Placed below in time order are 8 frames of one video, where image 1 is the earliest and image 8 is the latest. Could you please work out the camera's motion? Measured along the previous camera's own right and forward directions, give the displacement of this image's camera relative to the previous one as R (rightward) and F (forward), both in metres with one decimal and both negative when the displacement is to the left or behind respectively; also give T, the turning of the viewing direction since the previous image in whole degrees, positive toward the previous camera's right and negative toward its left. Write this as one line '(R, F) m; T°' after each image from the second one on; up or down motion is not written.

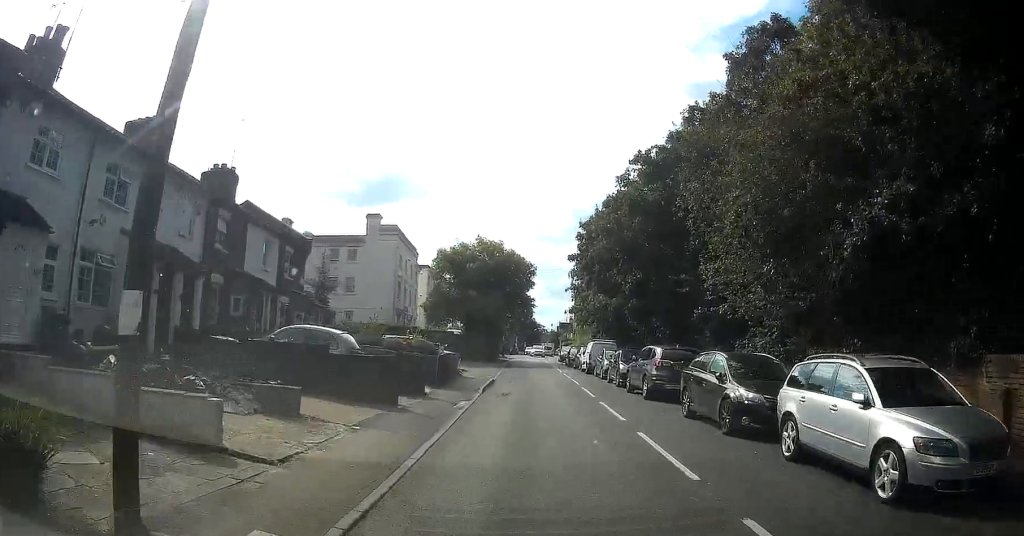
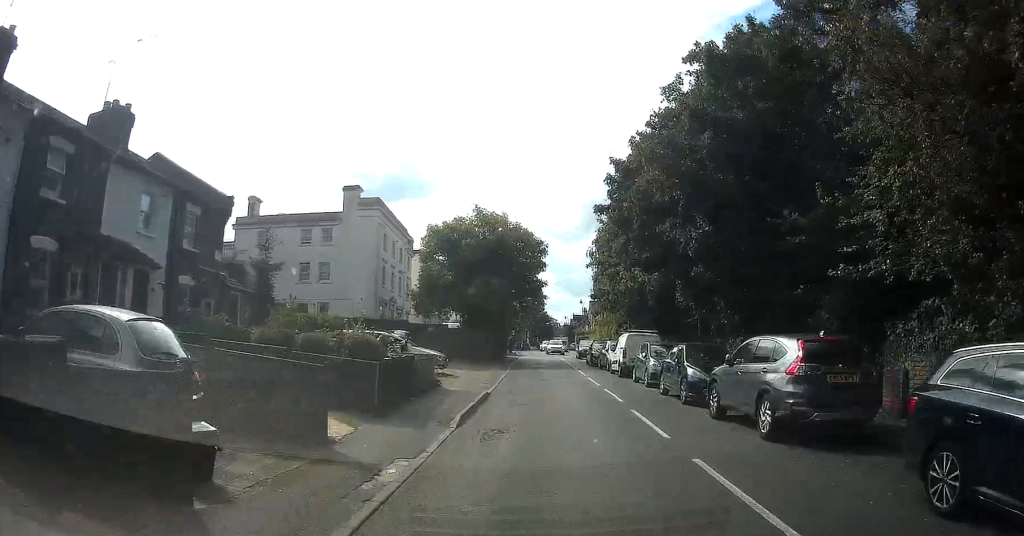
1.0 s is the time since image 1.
(-0.1, +8.9) m; -1°
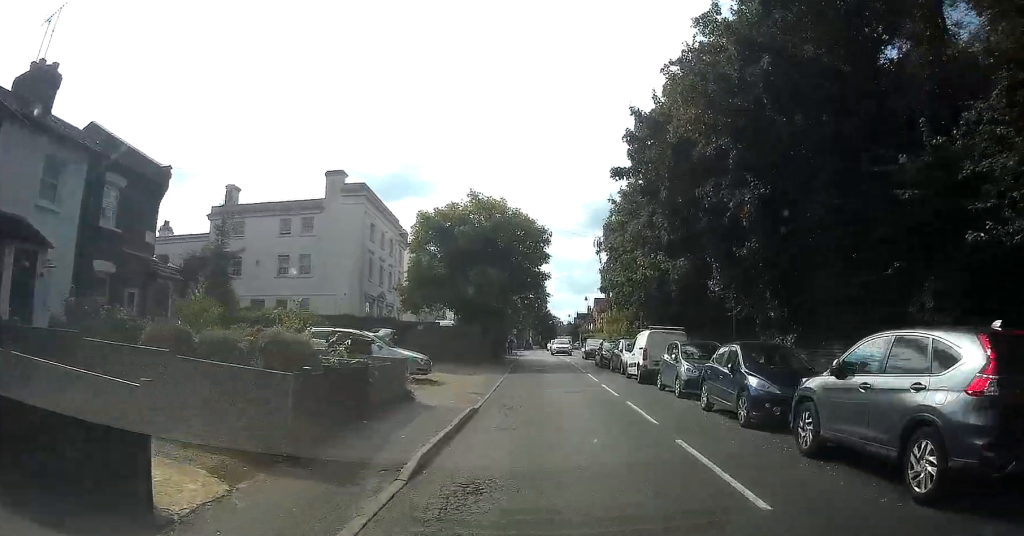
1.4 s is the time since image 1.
(0.0, +4.2) m; 0°
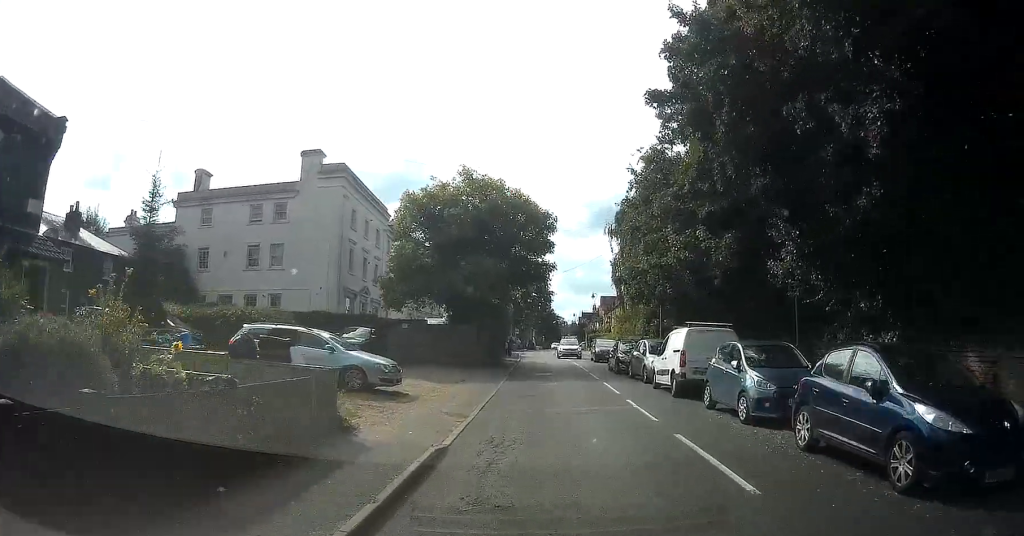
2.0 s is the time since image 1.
(-0.1, +5.0) m; +1°
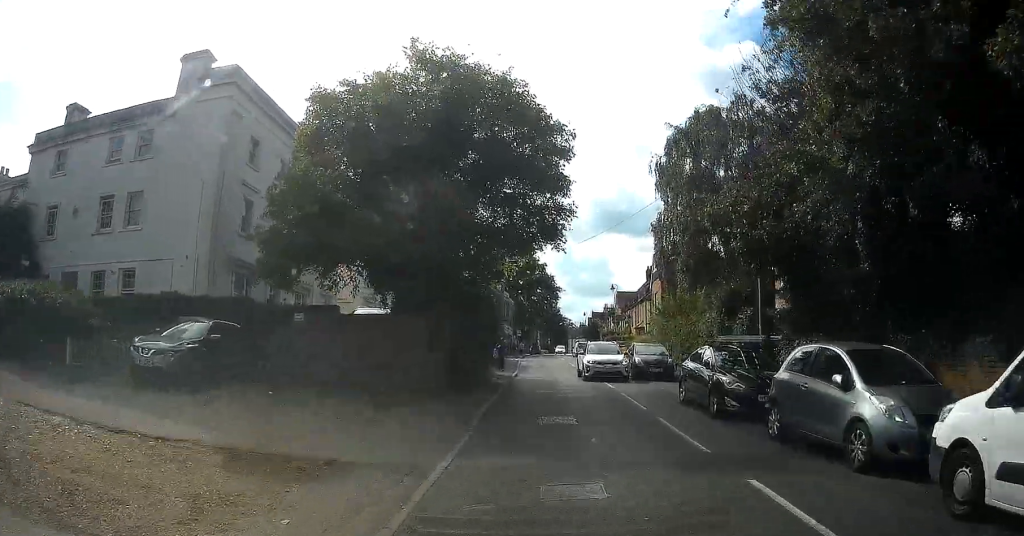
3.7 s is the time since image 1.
(+0.3, +14.8) m; +1°
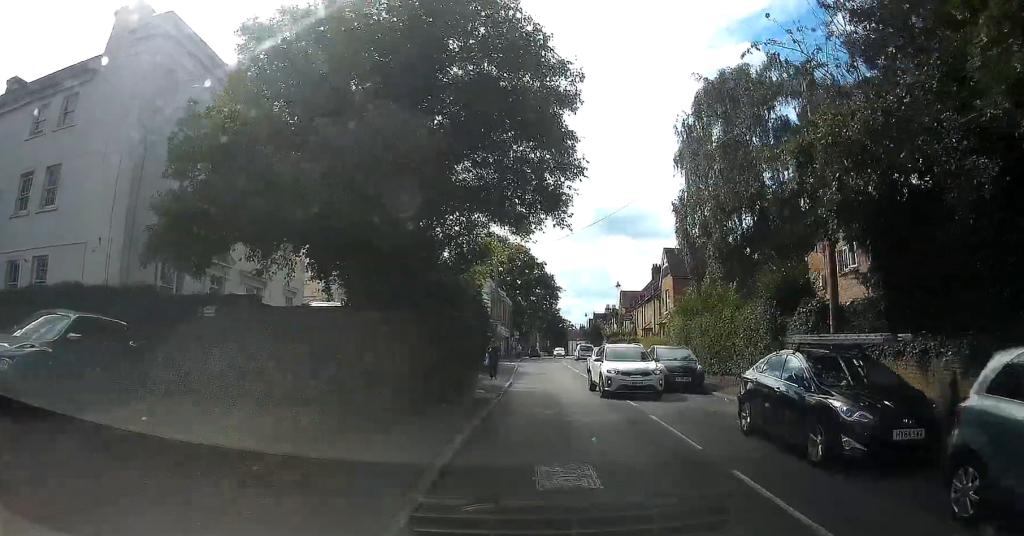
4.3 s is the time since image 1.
(0.0, +5.1) m; -1°
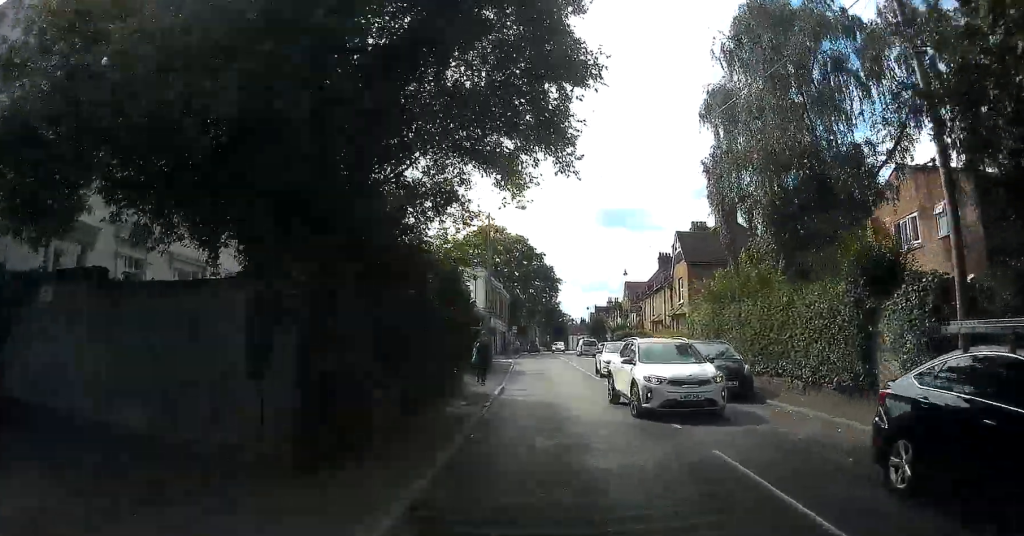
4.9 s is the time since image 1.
(-0.1, +4.9) m; -1°
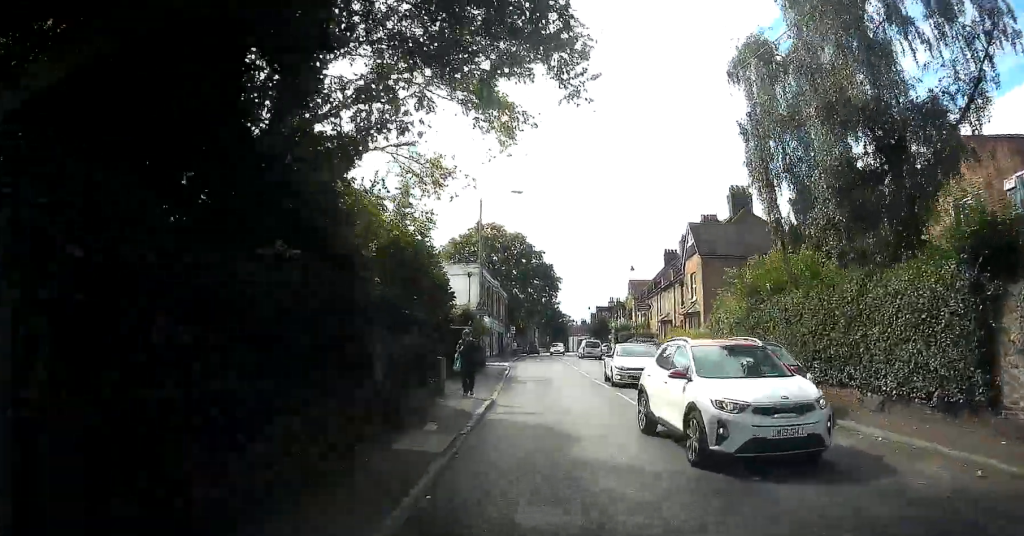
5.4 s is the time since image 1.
(0.0, +3.8) m; -1°
